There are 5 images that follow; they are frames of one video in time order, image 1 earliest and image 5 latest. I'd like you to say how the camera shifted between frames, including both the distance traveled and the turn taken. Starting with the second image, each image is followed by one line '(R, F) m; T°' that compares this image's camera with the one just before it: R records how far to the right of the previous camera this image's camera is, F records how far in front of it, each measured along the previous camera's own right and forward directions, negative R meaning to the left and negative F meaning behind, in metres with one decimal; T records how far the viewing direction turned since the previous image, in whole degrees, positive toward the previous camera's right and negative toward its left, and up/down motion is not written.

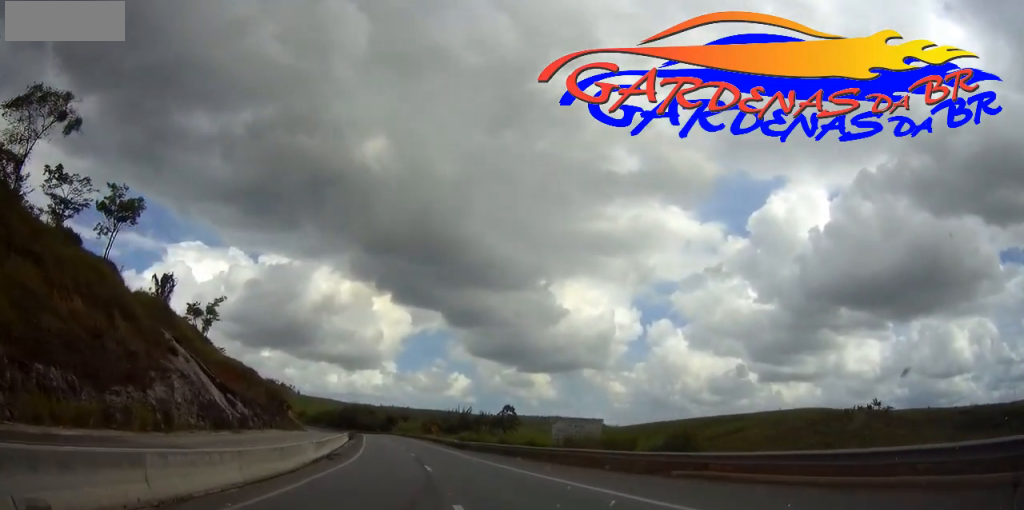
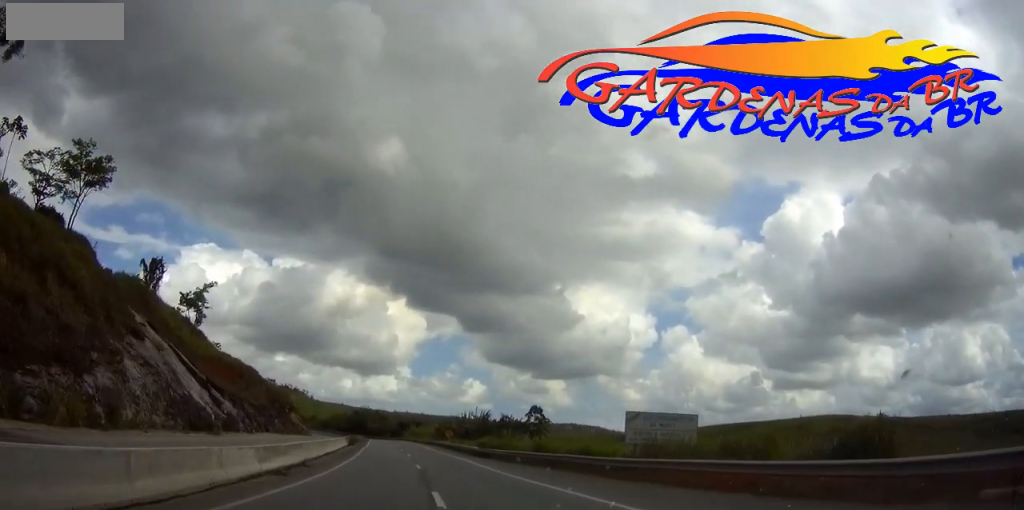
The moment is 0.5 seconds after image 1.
(0.0, +12.4) m; -1°
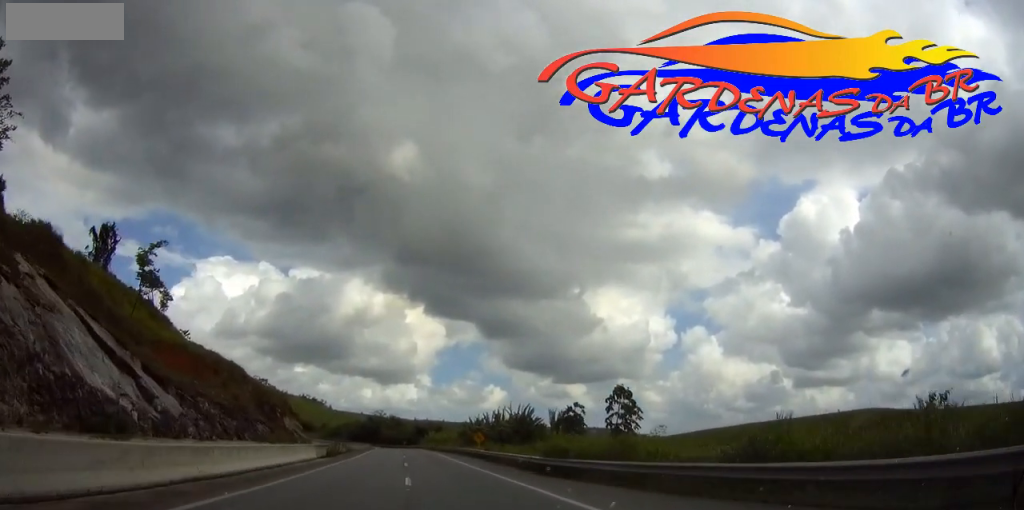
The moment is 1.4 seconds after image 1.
(-0.6, +26.0) m; -2°
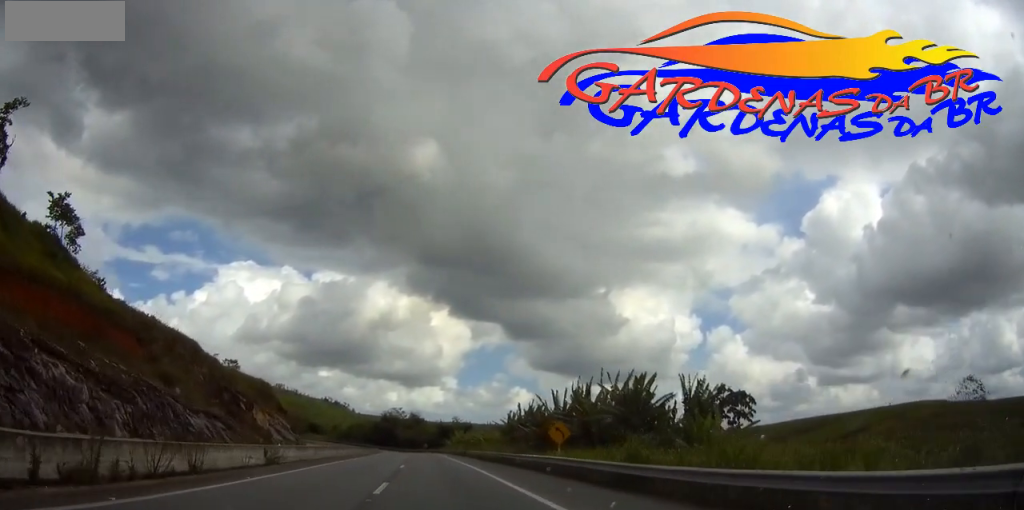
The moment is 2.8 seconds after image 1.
(-0.9, +36.4) m; -2°
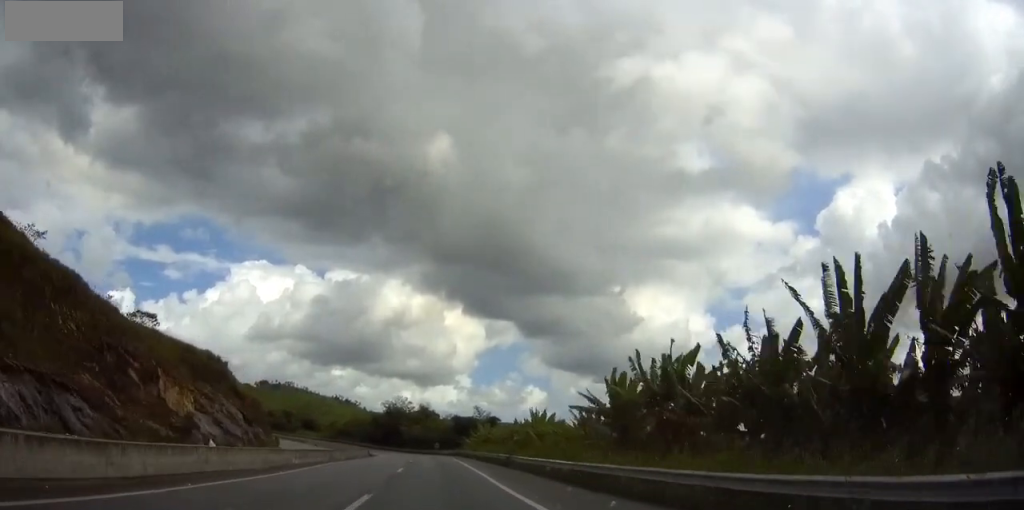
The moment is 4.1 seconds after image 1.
(-0.5, +36.9) m; -2°
